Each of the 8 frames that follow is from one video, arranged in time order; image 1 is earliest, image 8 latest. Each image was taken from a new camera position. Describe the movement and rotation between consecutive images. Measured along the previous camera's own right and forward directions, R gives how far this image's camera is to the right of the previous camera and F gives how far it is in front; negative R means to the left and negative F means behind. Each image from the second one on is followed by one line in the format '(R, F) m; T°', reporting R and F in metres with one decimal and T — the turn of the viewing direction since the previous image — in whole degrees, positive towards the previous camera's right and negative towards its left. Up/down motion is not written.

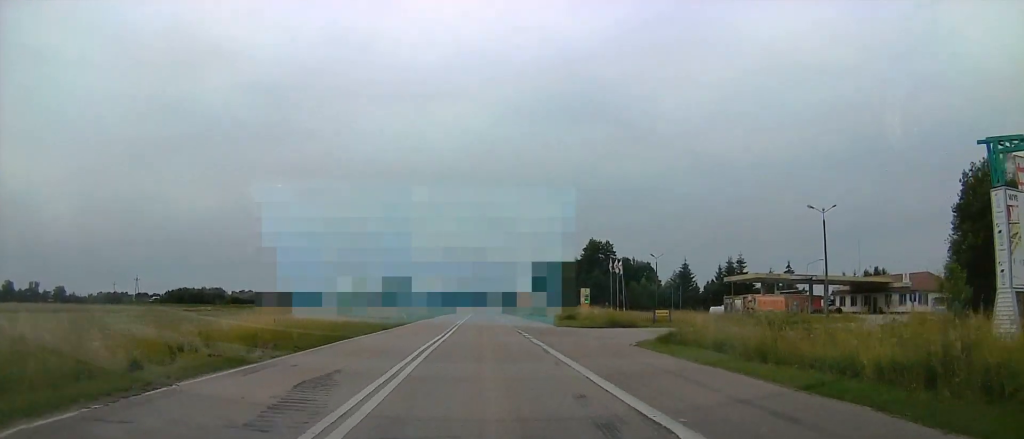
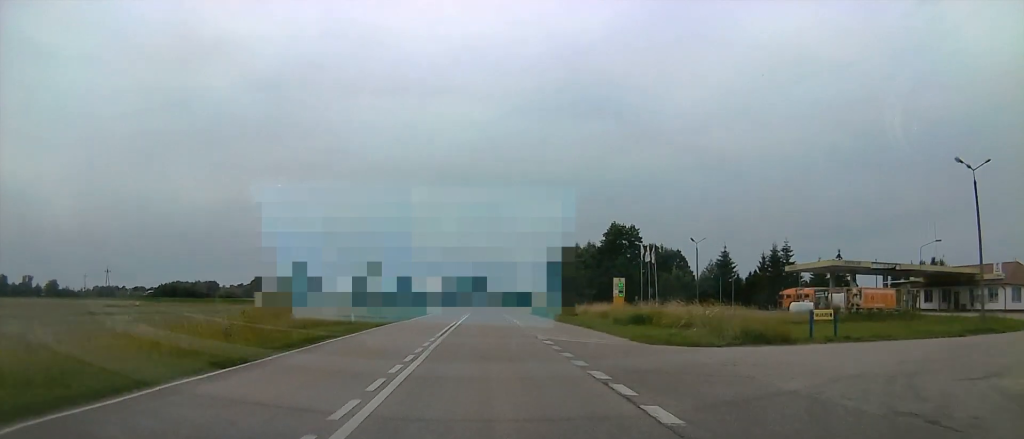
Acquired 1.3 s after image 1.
(-1.6, +20.5) m; -2°
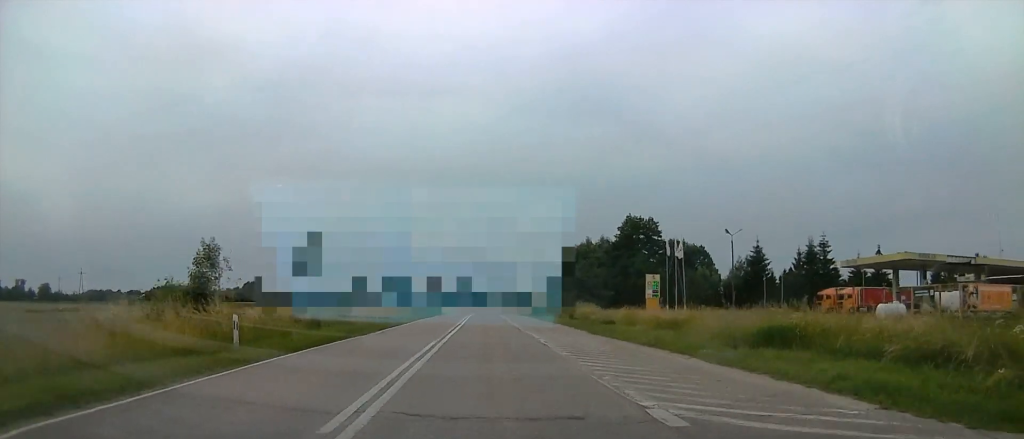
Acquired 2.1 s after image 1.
(+1.3, +14.5) m; 0°
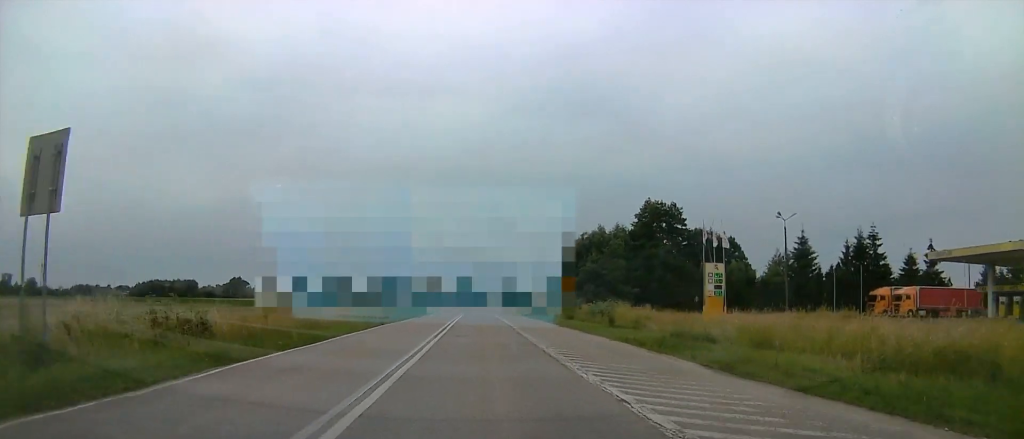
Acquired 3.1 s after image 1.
(-1.2, +16.9) m; 0°
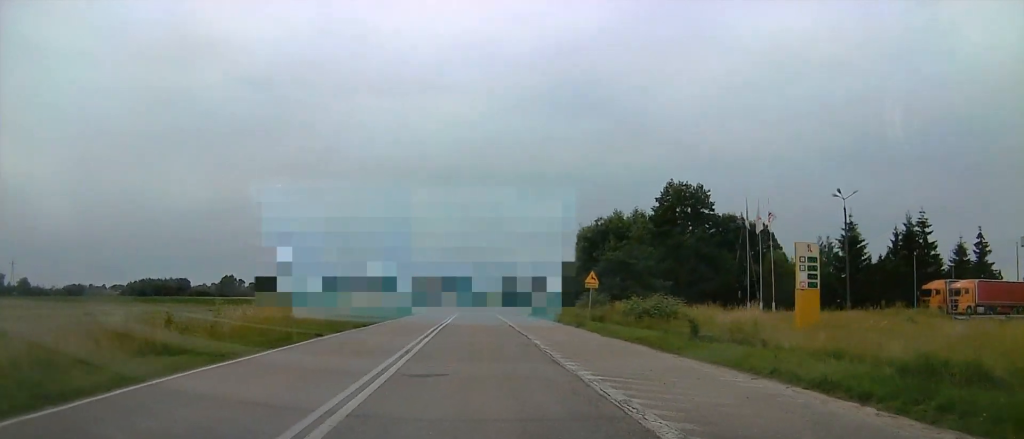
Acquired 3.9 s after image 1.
(+0.8, +12.5) m; +3°
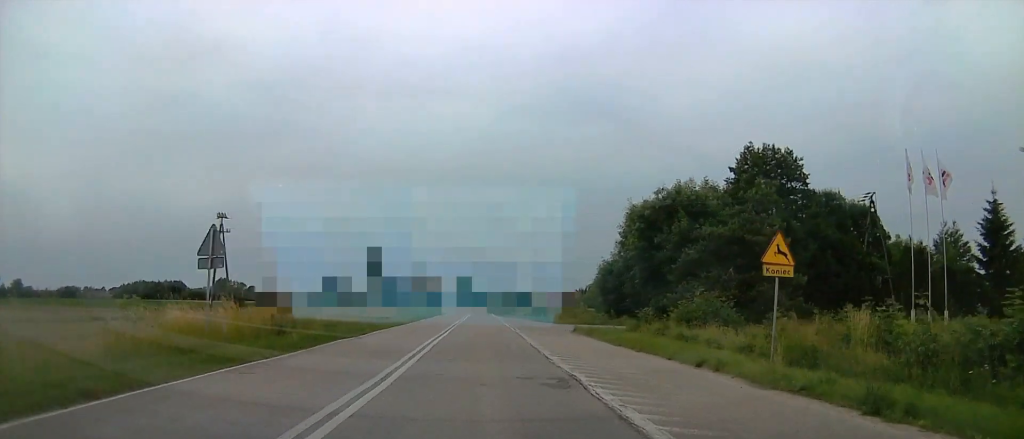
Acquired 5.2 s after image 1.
(+0.8, +23.3) m; -3°
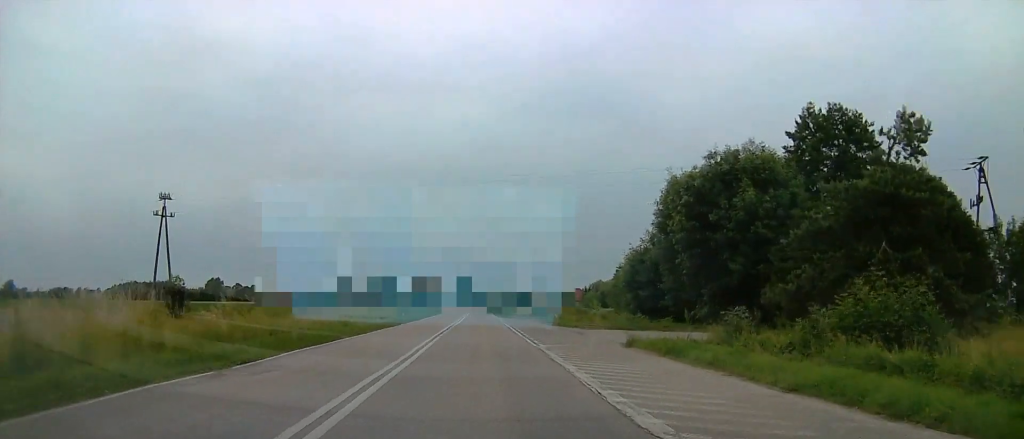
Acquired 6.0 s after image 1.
(-1.1, +12.5) m; 0°
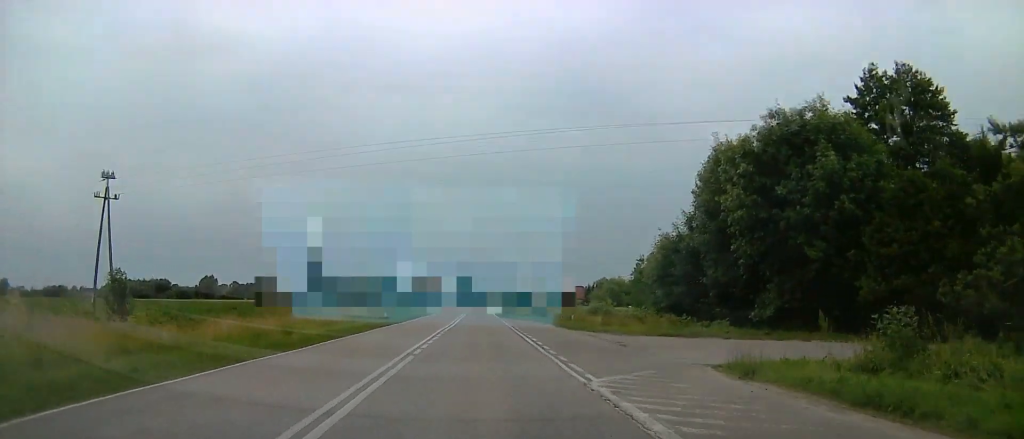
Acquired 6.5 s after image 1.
(0.0, +9.2) m; +1°
